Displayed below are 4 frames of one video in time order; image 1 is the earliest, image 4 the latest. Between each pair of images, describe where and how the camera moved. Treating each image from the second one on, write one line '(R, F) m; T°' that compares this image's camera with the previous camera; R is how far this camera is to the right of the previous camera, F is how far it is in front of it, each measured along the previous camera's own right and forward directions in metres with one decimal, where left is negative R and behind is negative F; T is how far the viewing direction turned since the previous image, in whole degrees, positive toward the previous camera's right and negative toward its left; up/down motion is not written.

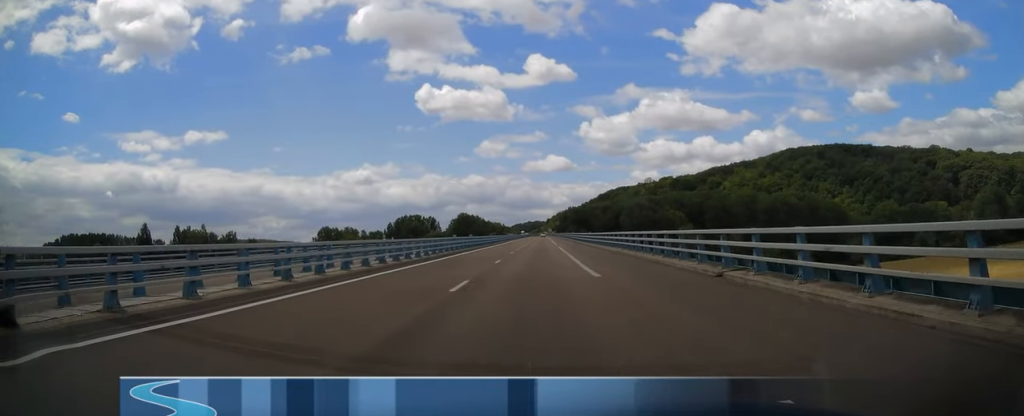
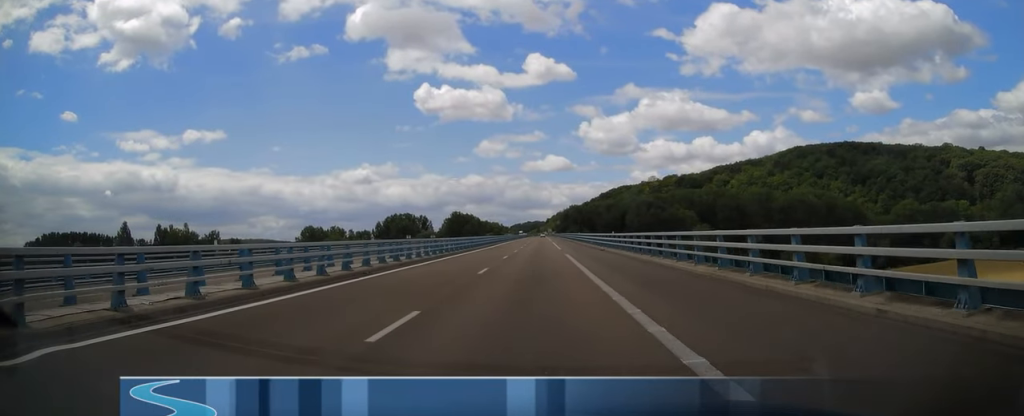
(0.0, +20.0) m; 0°
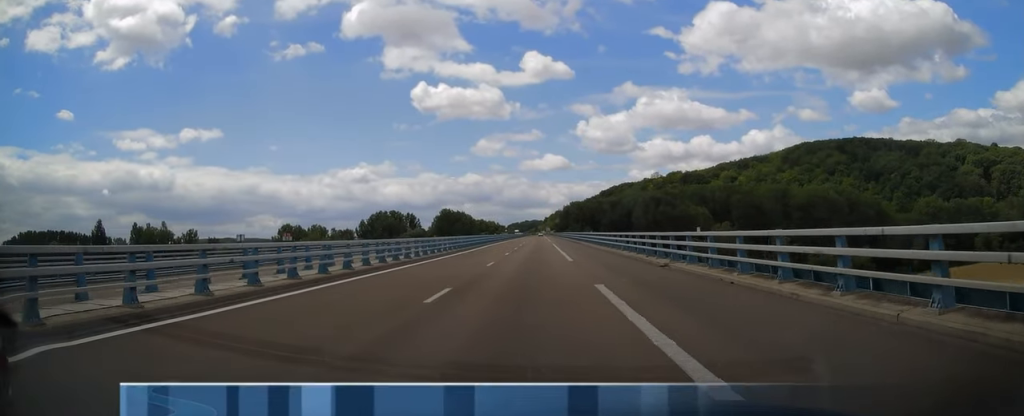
(+0.1, +22.4) m; 0°
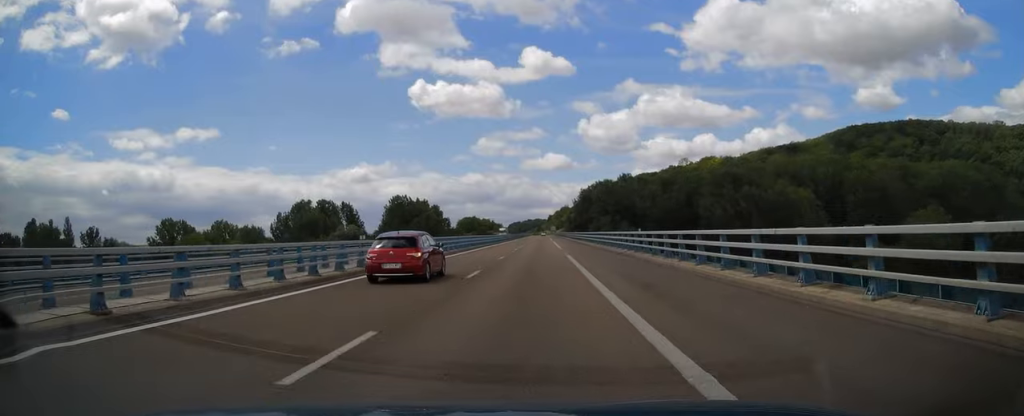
(-0.6, +86.7) m; 0°
